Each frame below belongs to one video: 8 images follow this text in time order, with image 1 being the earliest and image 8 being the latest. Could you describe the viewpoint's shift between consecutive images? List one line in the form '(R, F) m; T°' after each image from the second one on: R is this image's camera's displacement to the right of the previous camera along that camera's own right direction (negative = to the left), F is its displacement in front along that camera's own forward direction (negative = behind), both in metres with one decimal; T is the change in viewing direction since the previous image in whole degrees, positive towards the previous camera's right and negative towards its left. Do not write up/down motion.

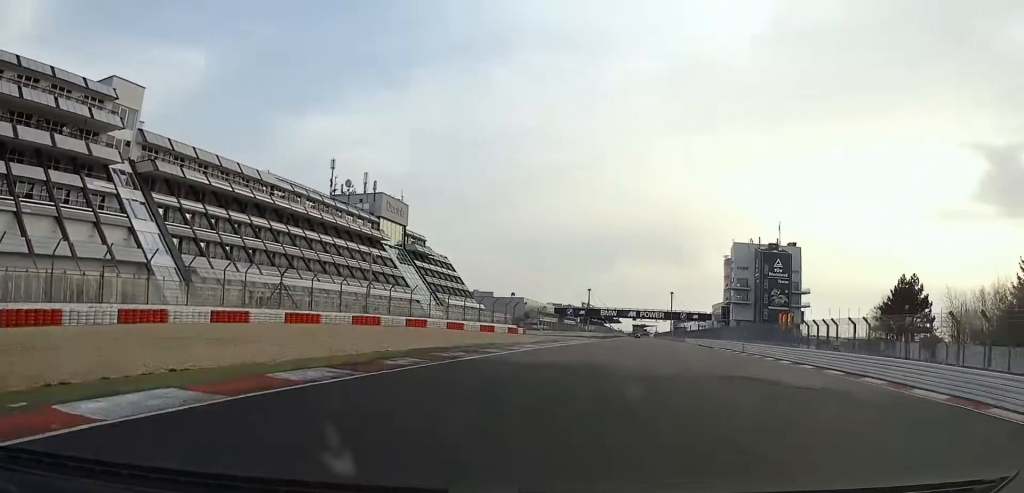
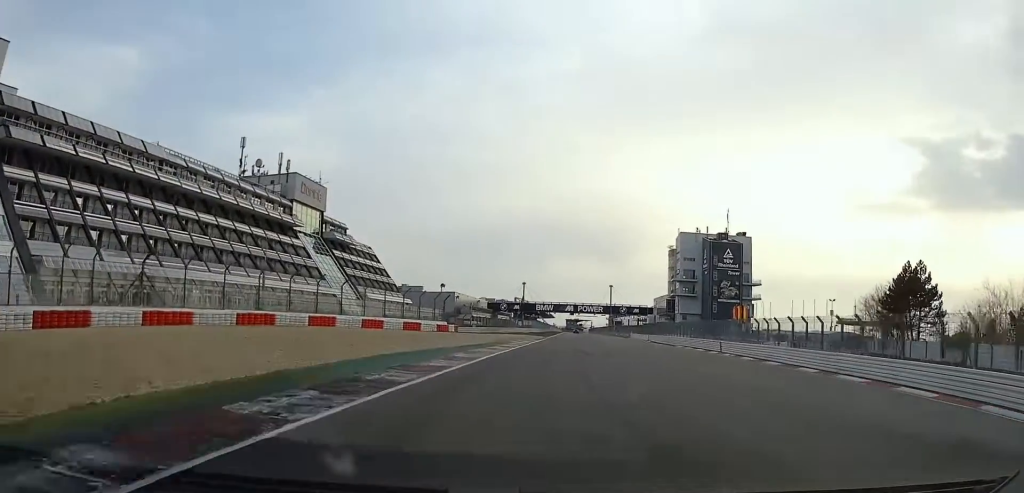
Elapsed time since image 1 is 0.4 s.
(+0.9, +14.0) m; +5°
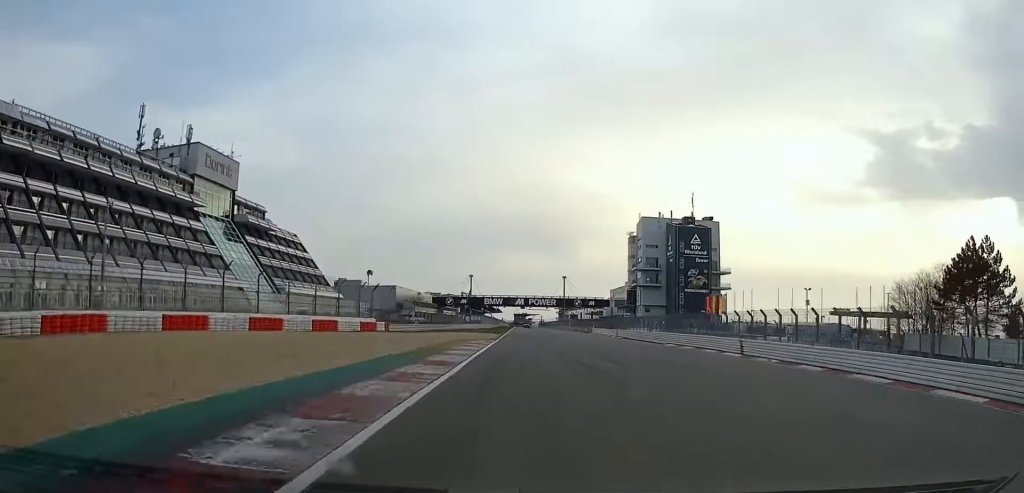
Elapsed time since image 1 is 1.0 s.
(+0.8, +17.0) m; +4°
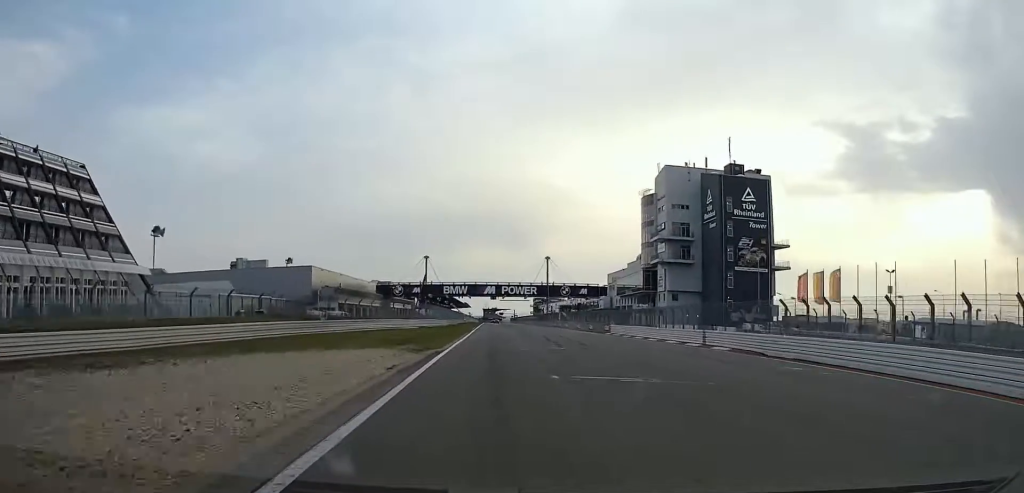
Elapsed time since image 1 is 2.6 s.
(+3.4, +57.3) m; +5°
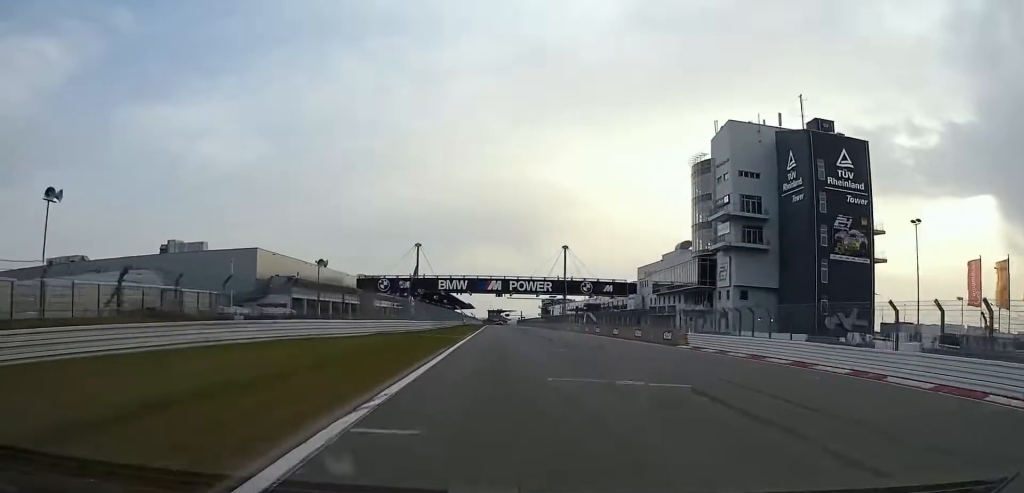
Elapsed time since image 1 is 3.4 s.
(+0.1, +33.1) m; 0°
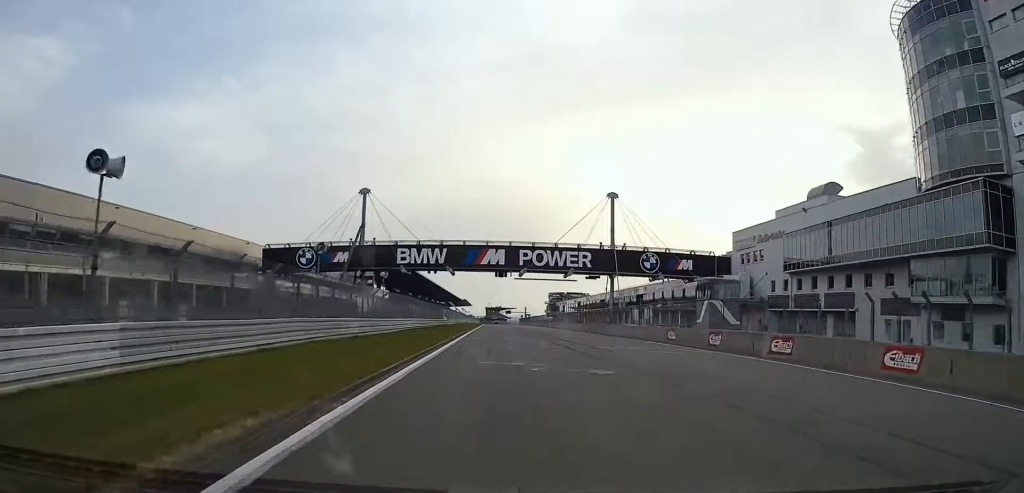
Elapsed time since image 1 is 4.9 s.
(-0.7, +62.7) m; -1°
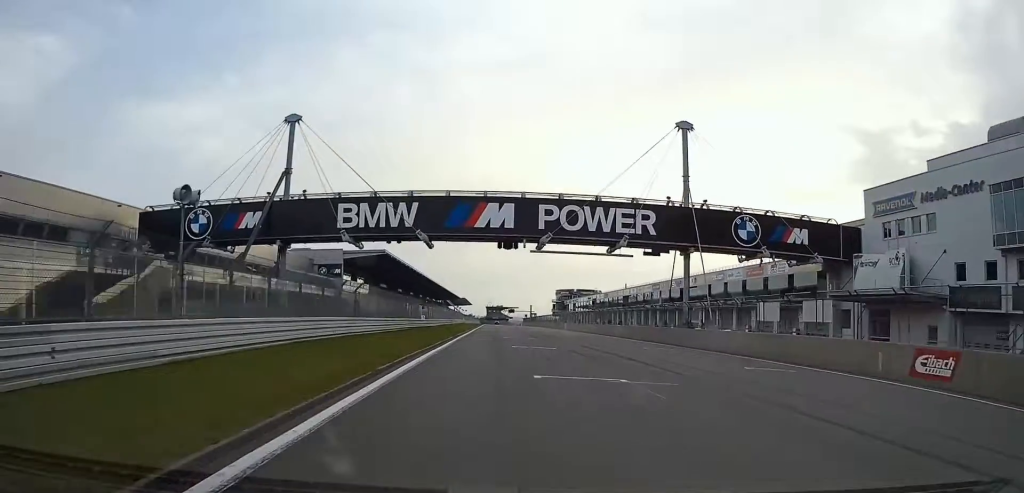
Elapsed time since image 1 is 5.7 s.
(+0.1, +35.1) m; 0°
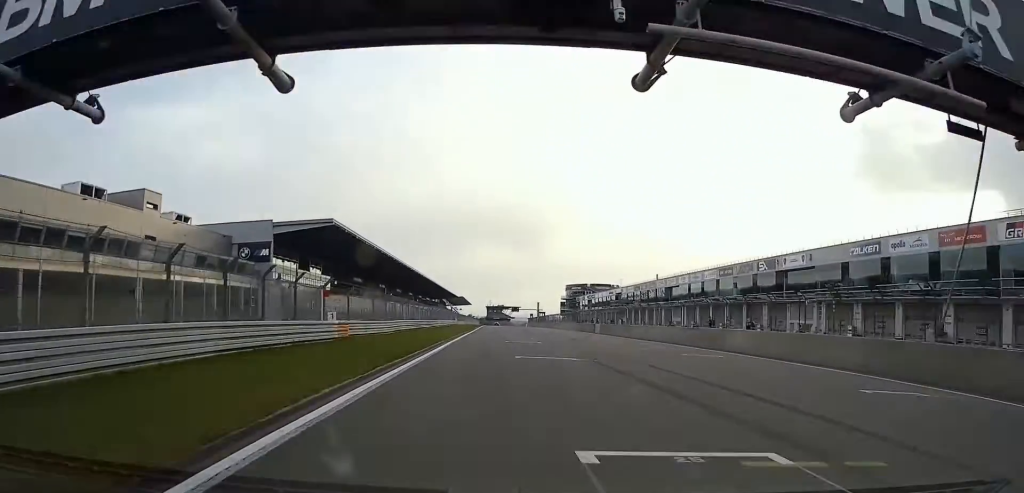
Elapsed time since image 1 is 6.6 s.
(0.0, +39.5) m; -1°
